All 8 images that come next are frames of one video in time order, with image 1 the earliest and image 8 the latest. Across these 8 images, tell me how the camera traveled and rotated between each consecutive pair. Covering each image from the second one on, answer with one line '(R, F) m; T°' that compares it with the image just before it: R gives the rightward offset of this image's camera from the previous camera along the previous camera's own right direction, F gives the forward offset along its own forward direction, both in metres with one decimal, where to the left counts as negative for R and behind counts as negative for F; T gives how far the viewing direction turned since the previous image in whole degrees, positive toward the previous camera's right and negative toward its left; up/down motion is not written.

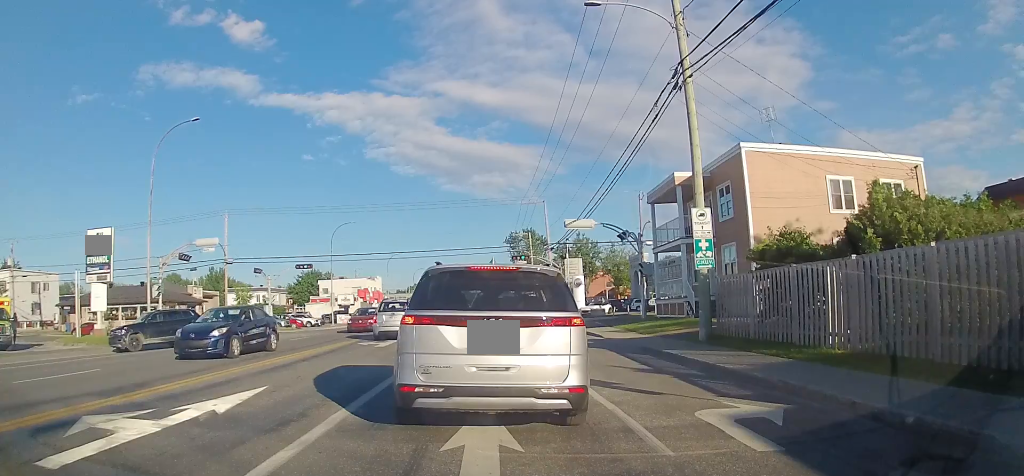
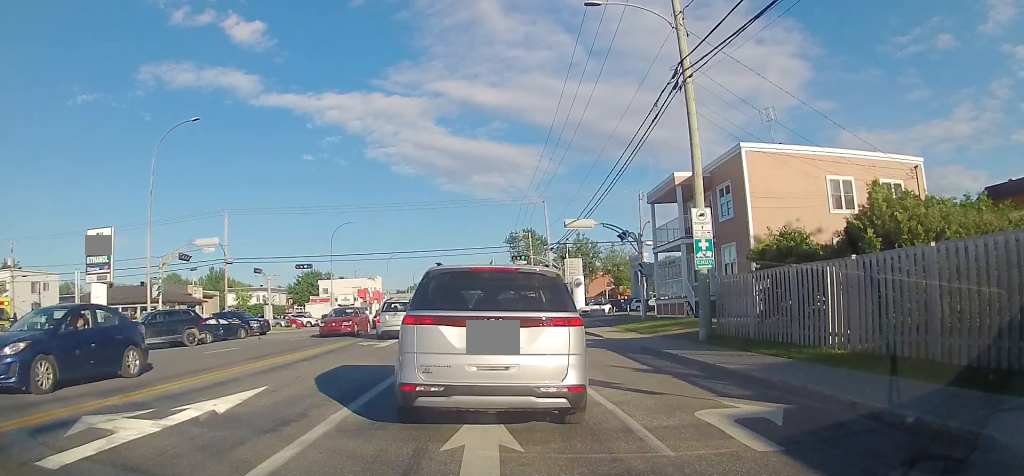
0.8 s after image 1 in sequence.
(0.0, 0.0) m; 0°
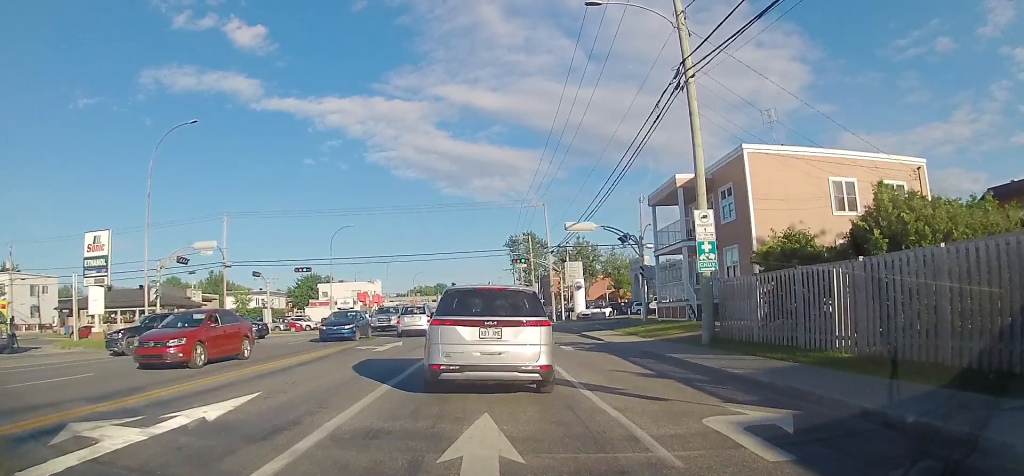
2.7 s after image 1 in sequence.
(0.0, 0.0) m; 0°
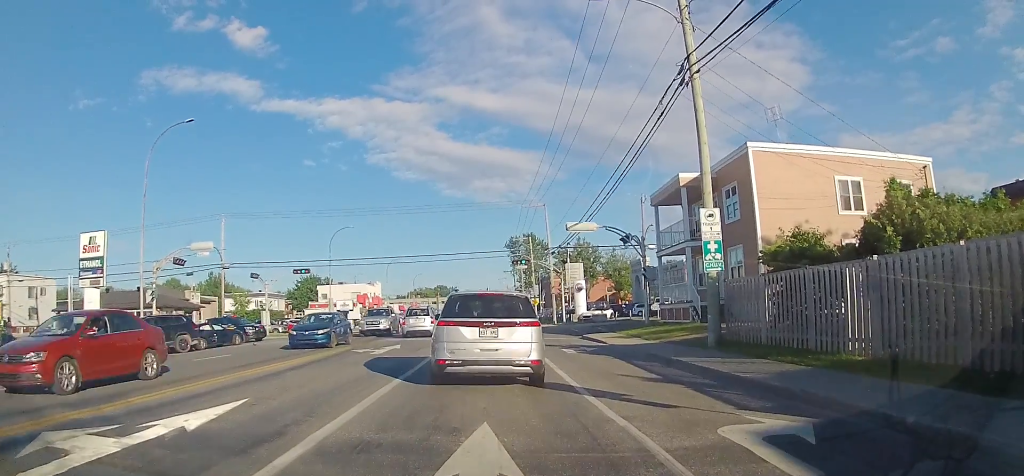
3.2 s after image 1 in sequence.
(0.0, 0.0) m; 0°
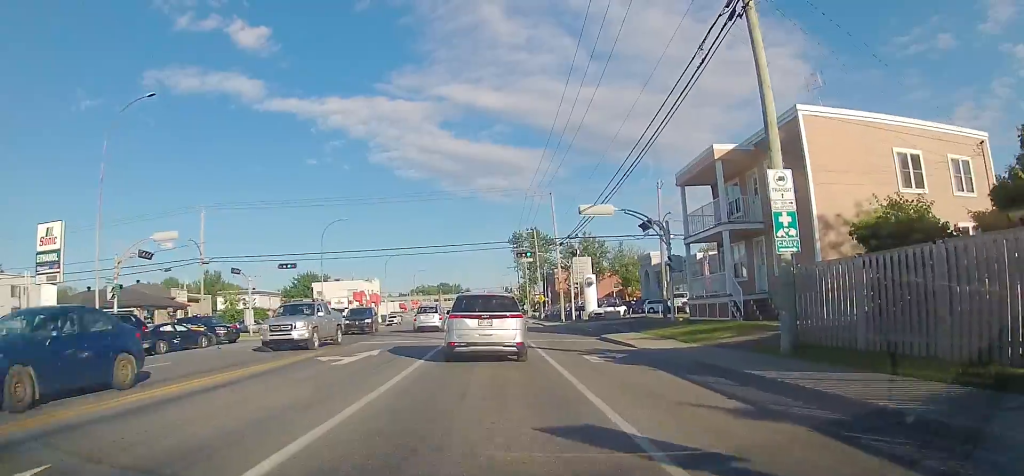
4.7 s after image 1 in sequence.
(-0.1, +0.5) m; -5°
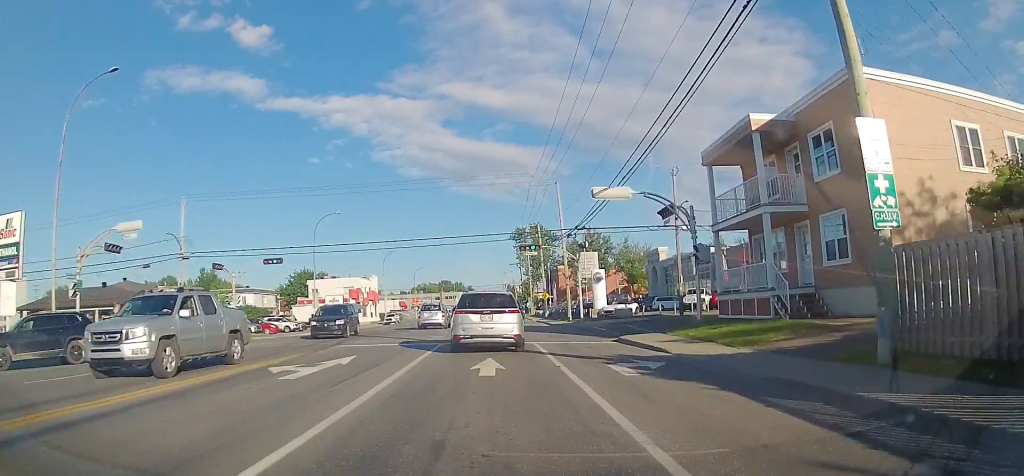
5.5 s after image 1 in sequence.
(-0.1, +2.6) m; +1°
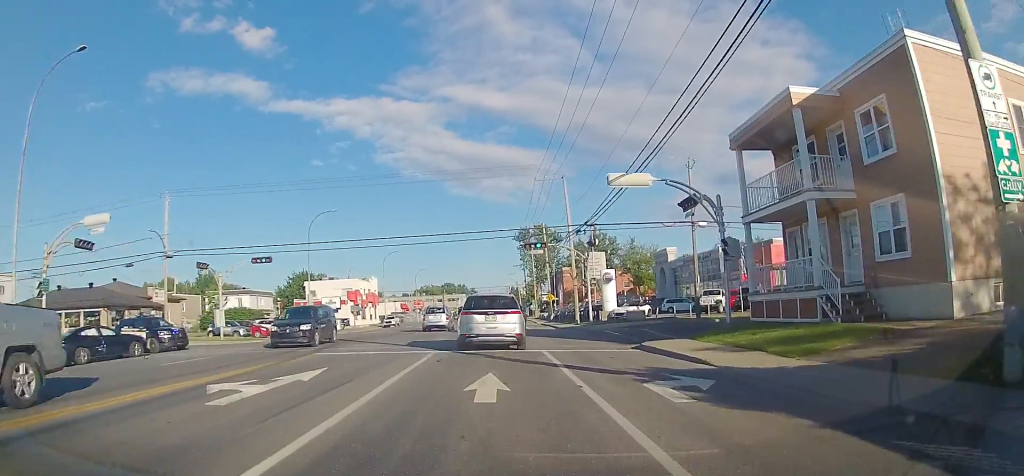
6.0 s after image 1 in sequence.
(0.0, +2.5) m; +2°
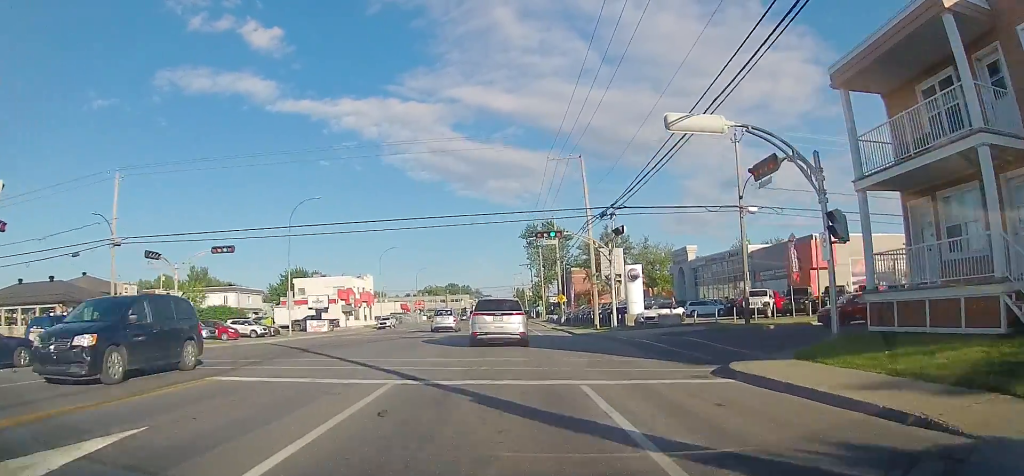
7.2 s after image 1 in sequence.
(+0.2, +7.0) m; -1°
